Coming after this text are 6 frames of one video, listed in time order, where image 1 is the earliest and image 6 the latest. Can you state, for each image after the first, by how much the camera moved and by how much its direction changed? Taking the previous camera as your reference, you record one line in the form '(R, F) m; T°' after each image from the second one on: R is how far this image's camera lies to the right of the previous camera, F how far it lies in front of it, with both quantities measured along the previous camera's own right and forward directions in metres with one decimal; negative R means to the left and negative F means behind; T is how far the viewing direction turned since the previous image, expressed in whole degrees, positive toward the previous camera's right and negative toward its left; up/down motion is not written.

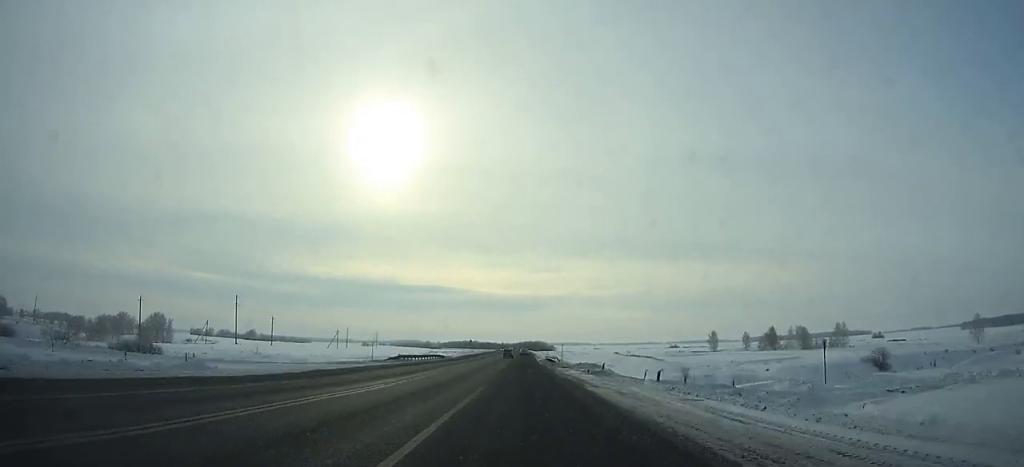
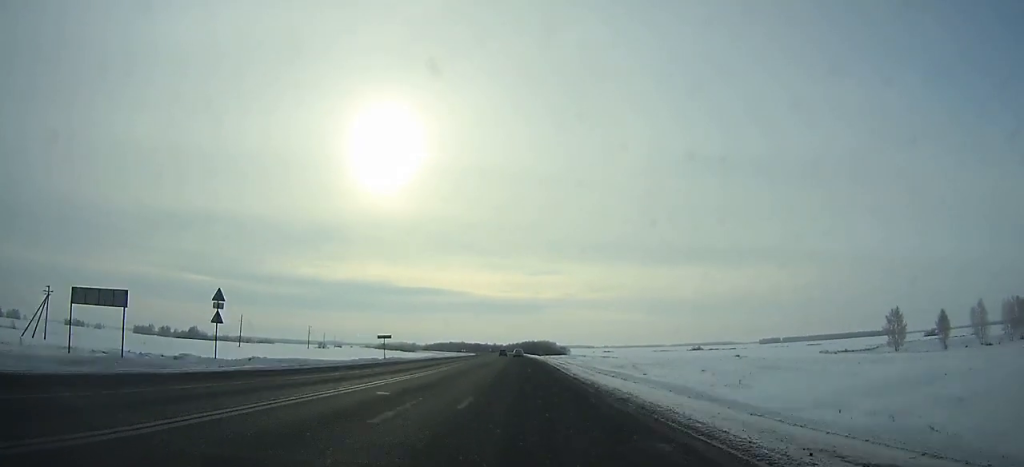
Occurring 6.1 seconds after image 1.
(-0.1, +155.5) m; 0°
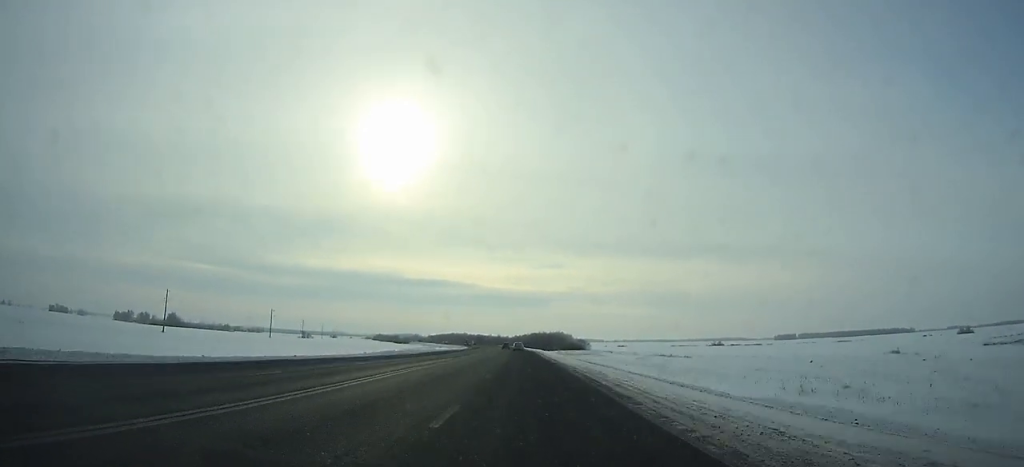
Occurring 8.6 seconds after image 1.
(-0.2, +63.0) m; -1°
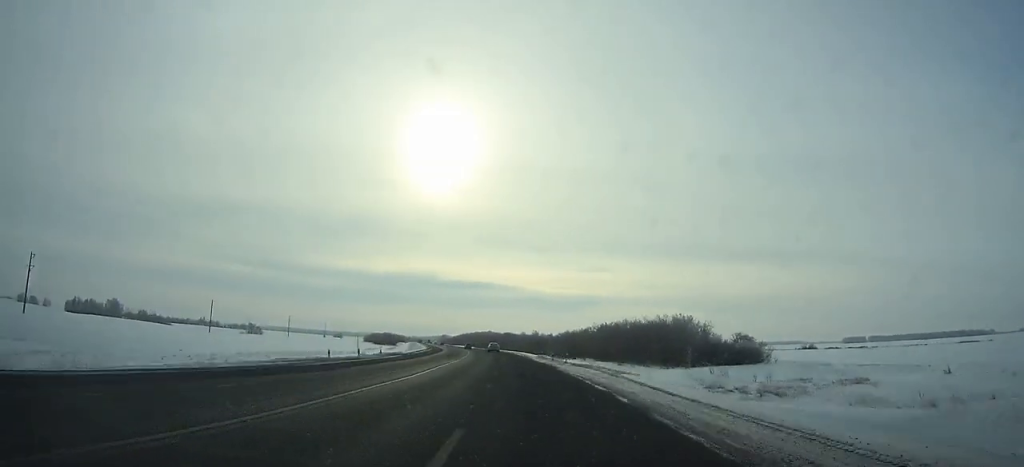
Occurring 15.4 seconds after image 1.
(-7.1, +168.1) m; -7°
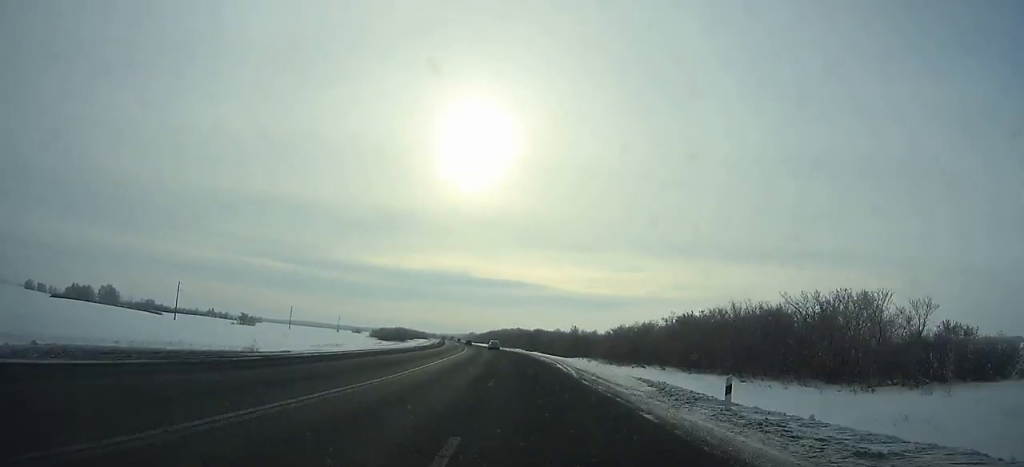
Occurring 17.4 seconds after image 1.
(-1.4, +49.0) m; -3°
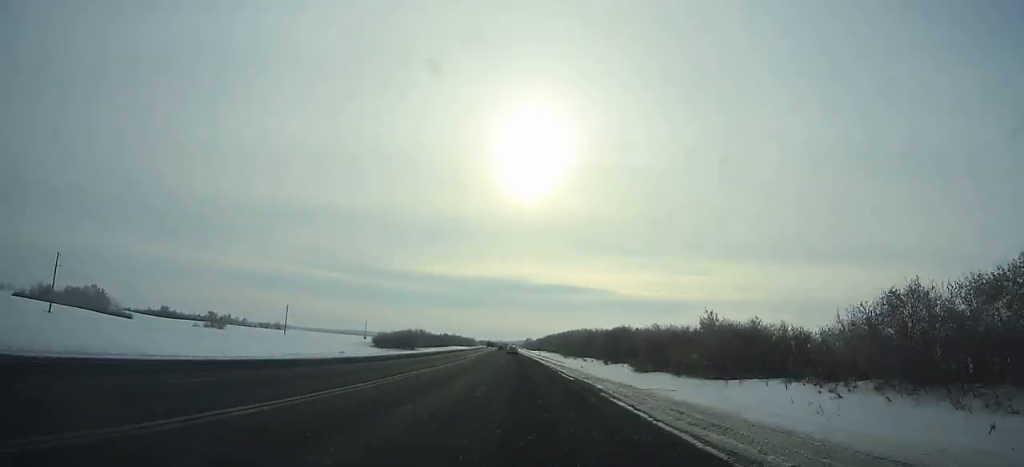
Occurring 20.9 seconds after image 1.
(-3.6, +86.2) m; -4°
